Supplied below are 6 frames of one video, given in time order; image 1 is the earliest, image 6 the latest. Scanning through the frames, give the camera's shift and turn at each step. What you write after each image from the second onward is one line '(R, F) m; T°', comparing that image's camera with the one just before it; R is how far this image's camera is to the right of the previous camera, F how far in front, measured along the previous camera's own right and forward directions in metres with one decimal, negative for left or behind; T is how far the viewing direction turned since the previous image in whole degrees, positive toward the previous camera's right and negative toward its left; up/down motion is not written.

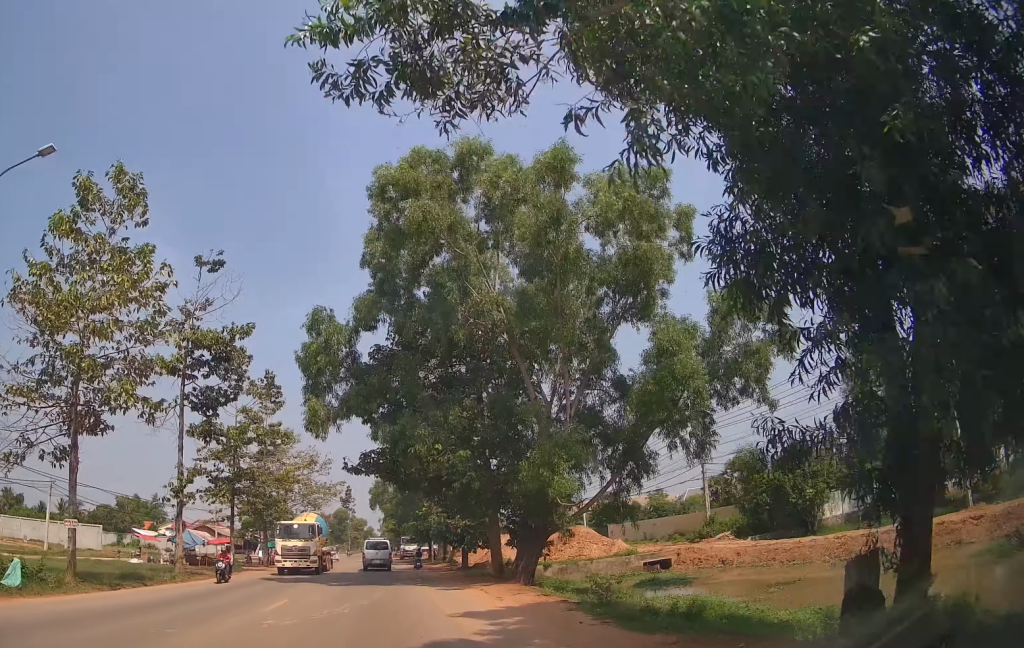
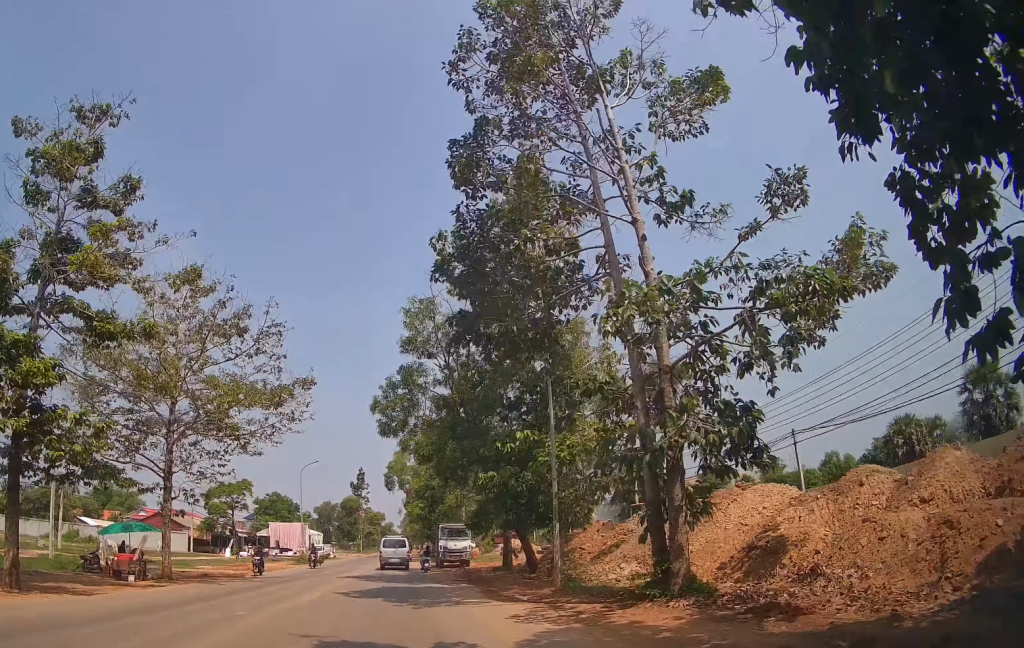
(+0.2, +34.6) m; 0°
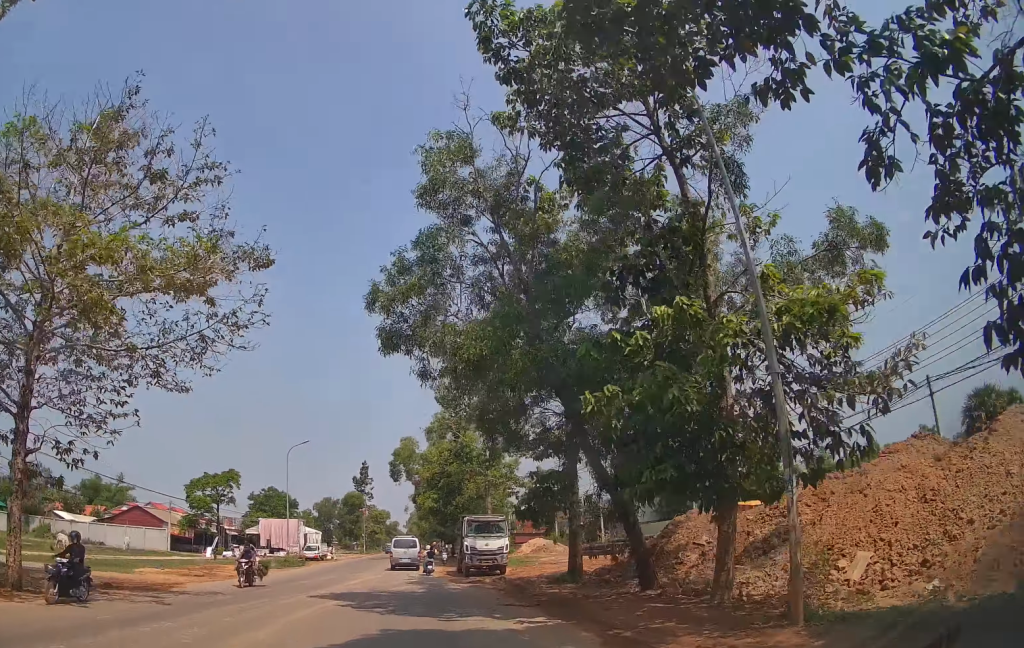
(-0.2, +10.4) m; -1°
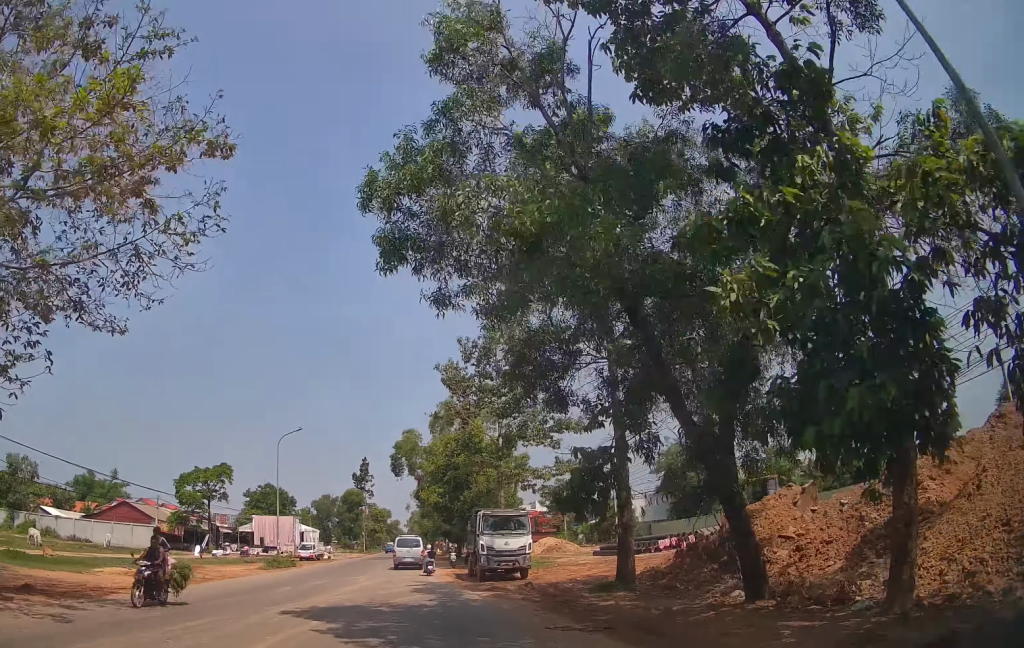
(0.0, +4.6) m; 0°
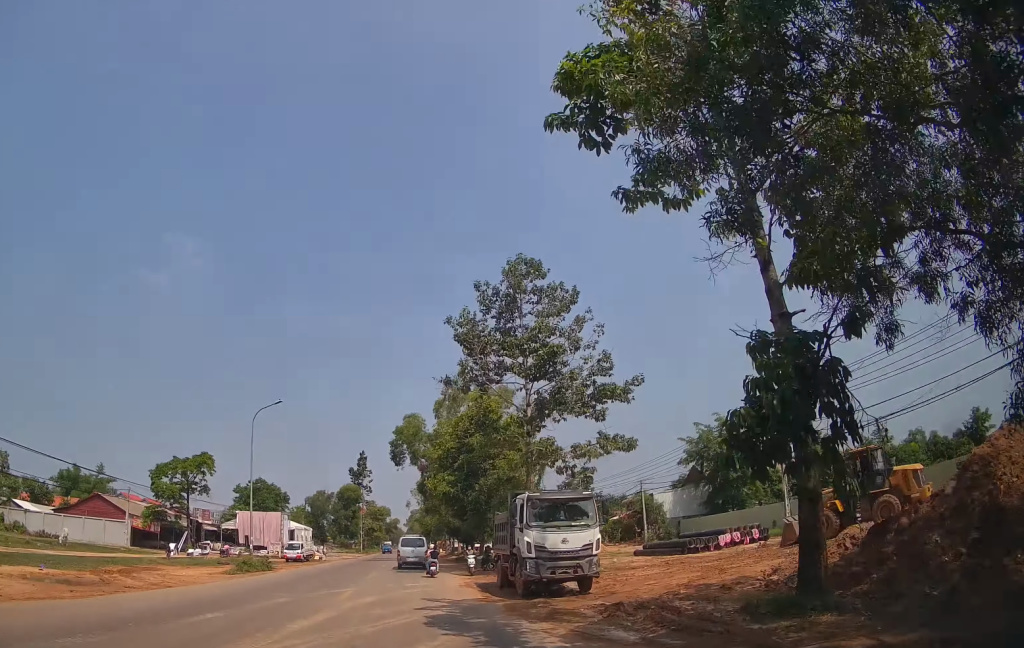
(+0.1, +7.4) m; 0°
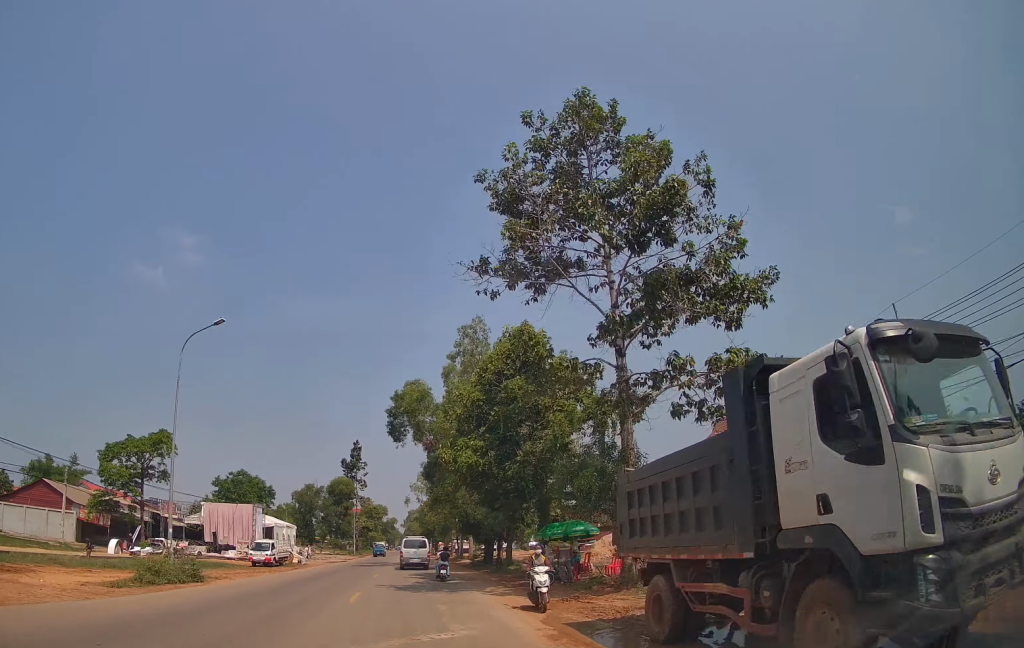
(-0.1, +12.8) m; 0°
